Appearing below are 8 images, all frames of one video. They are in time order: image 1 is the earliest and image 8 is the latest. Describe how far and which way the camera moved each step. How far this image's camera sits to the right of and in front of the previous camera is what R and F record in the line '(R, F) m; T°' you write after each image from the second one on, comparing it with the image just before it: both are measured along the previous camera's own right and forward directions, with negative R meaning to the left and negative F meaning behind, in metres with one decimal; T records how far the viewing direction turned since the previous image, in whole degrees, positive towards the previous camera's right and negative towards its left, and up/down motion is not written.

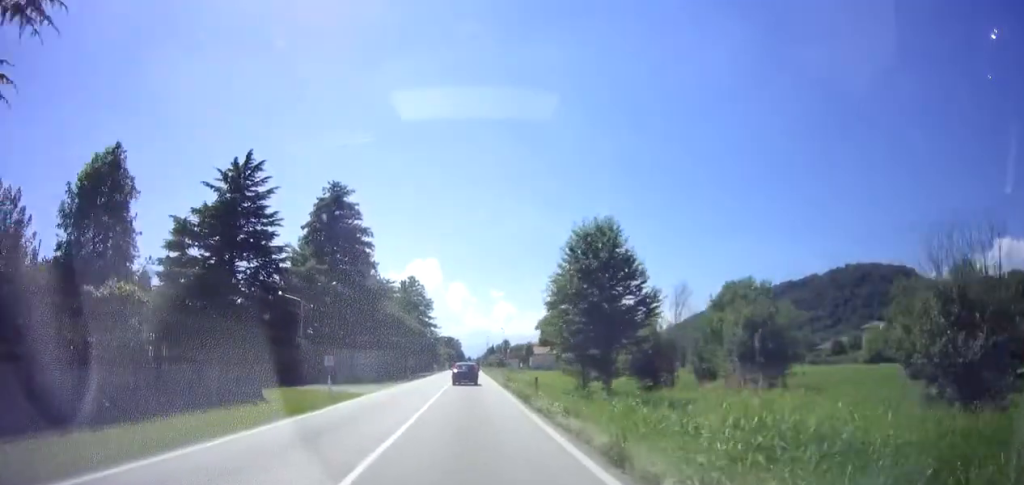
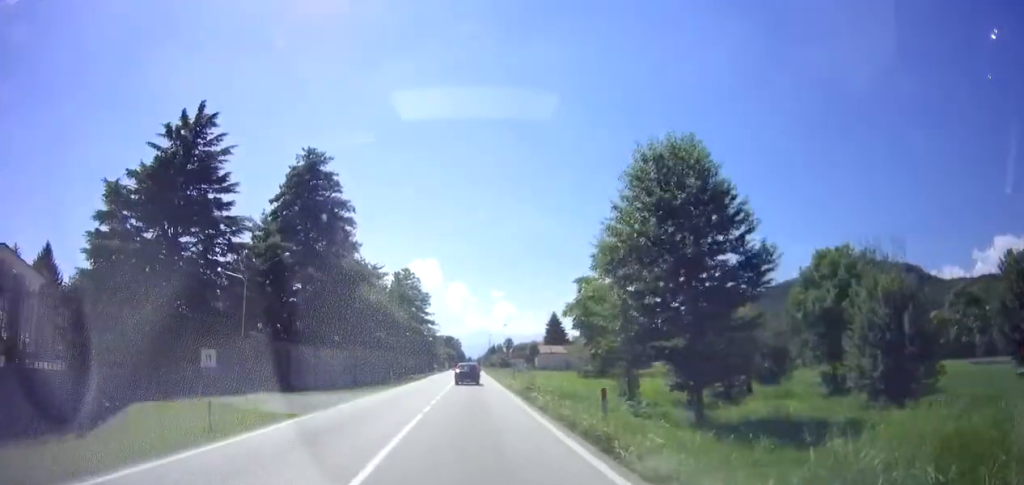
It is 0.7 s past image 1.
(-0.1, +10.6) m; 0°
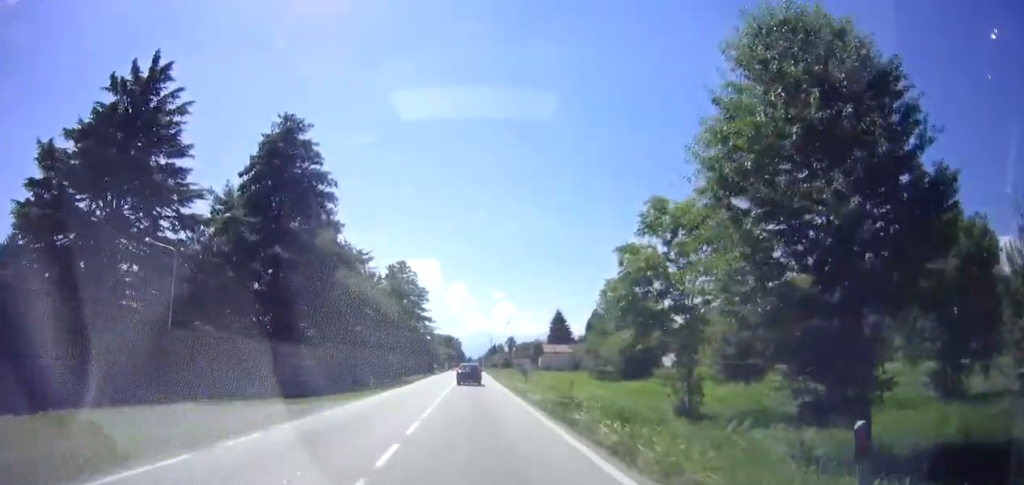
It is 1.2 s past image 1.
(+0.2, +7.7) m; 0°
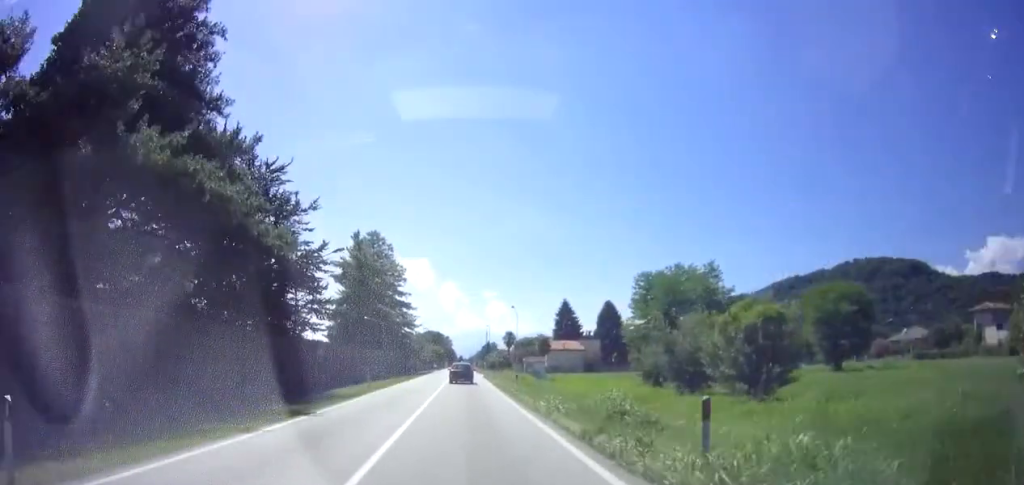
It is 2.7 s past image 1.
(-0.3, +23.1) m; -1°
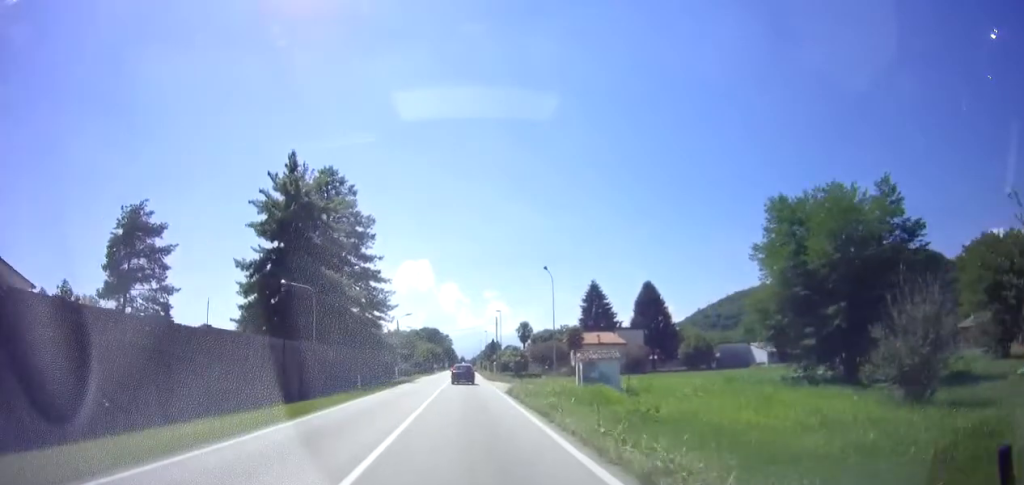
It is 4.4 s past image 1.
(+0.7, +27.6) m; +2°
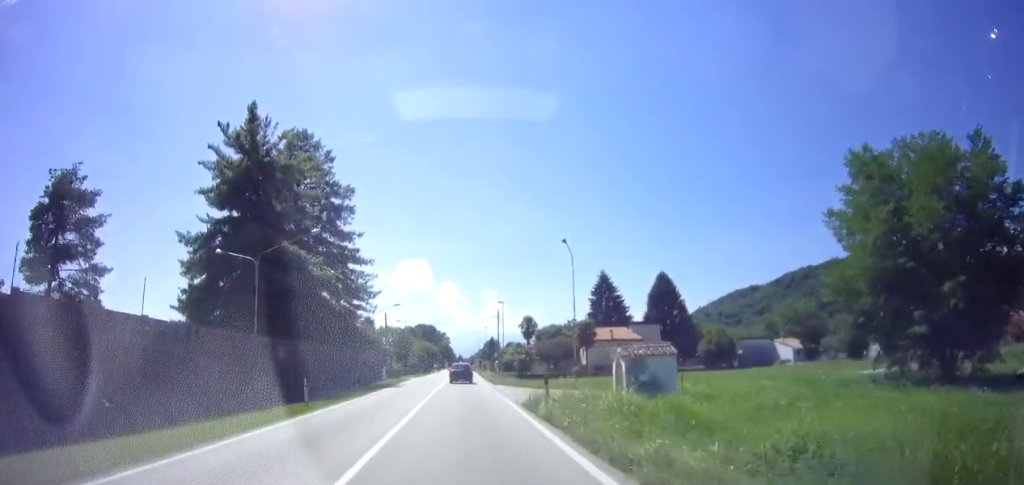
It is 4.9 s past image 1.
(-0.1, +9.2) m; 0°
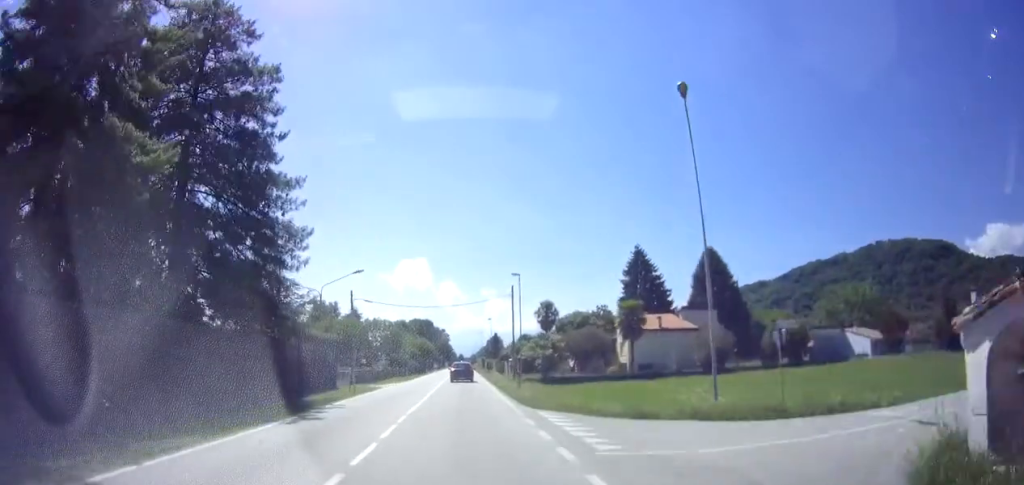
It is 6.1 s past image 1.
(0.0, +18.5) m; 0°
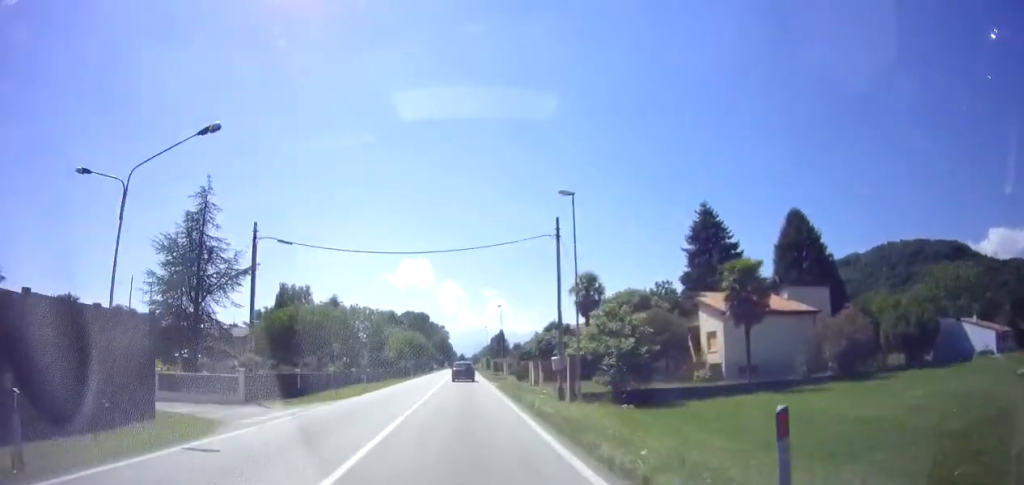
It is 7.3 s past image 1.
(-0.2, +21.0) m; 0°
